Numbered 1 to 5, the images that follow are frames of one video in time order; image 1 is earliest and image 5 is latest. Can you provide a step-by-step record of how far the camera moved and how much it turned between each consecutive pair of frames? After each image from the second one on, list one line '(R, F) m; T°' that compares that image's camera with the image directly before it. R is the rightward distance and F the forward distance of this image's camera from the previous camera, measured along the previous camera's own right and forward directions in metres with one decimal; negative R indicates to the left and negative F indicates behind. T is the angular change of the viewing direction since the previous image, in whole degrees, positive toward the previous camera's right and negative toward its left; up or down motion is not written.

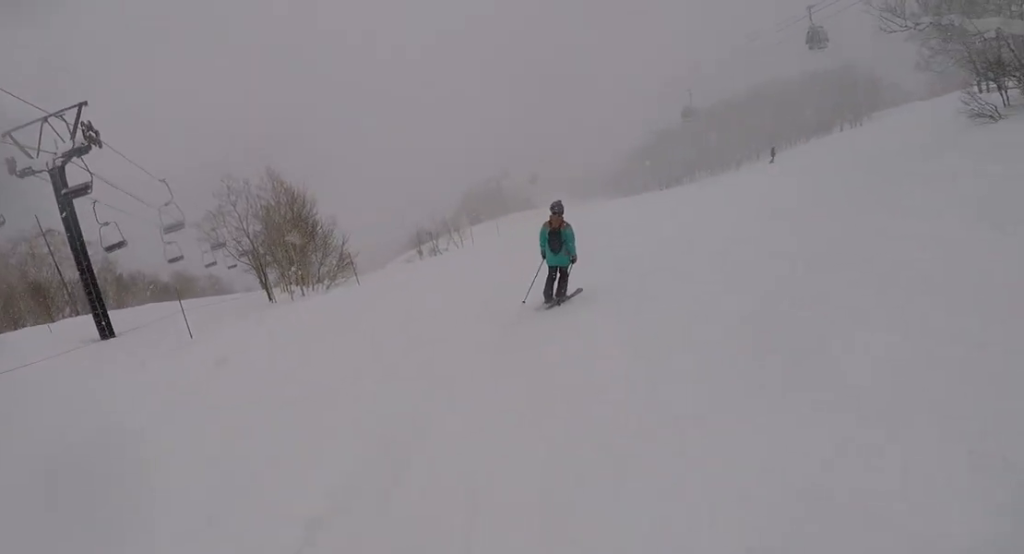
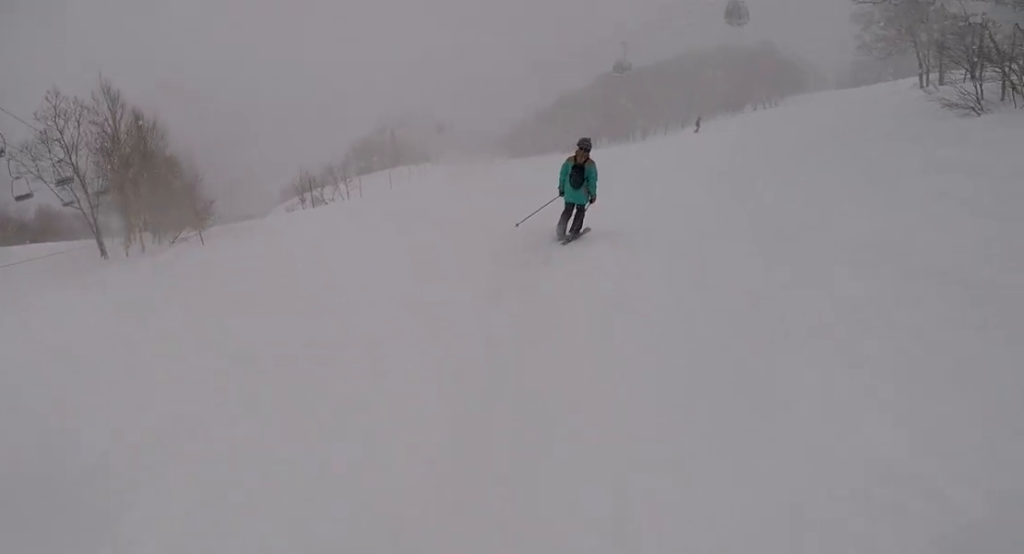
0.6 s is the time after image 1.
(+1.3, +5.3) m; +14°
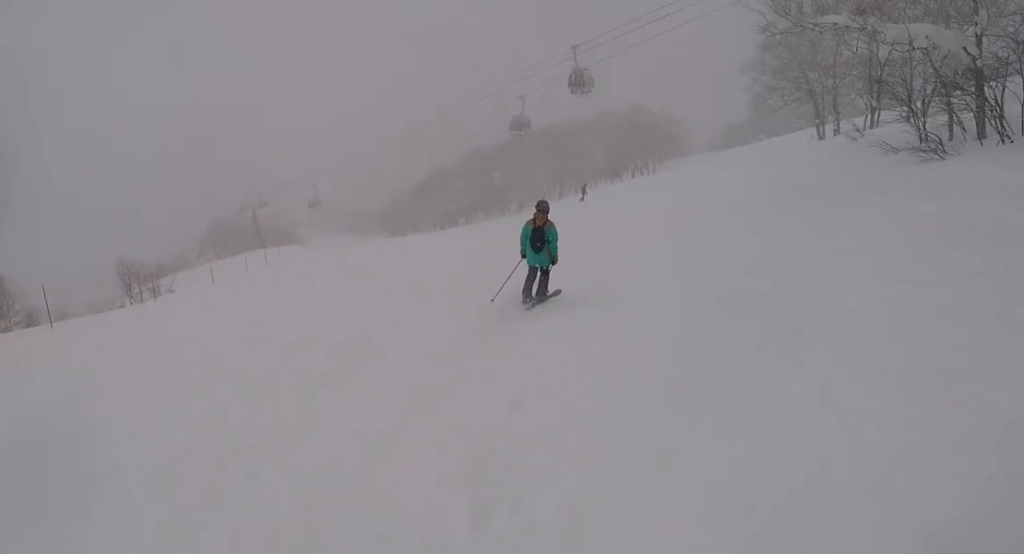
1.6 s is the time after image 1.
(+1.6, +8.6) m; +11°
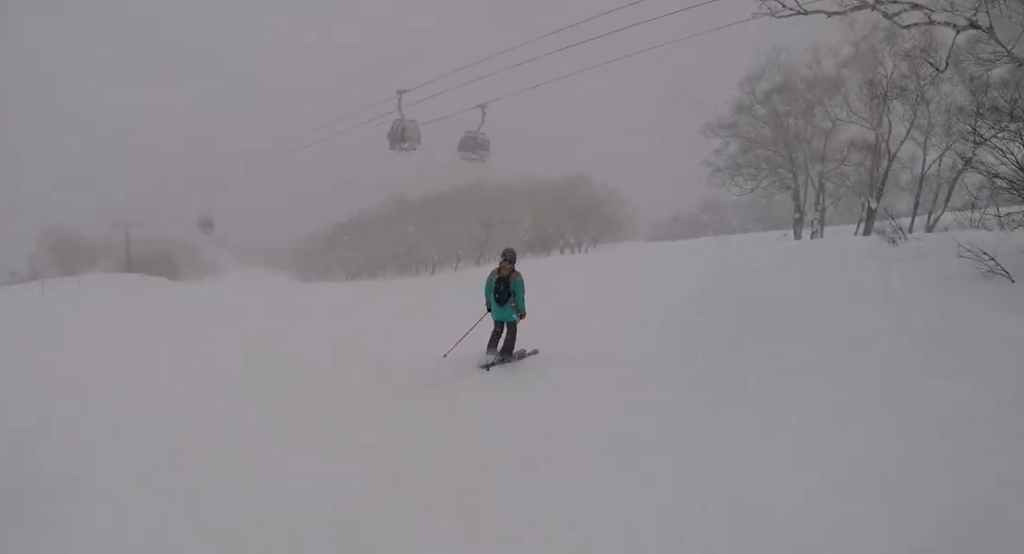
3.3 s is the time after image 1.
(0.0, +14.9) m; +1°
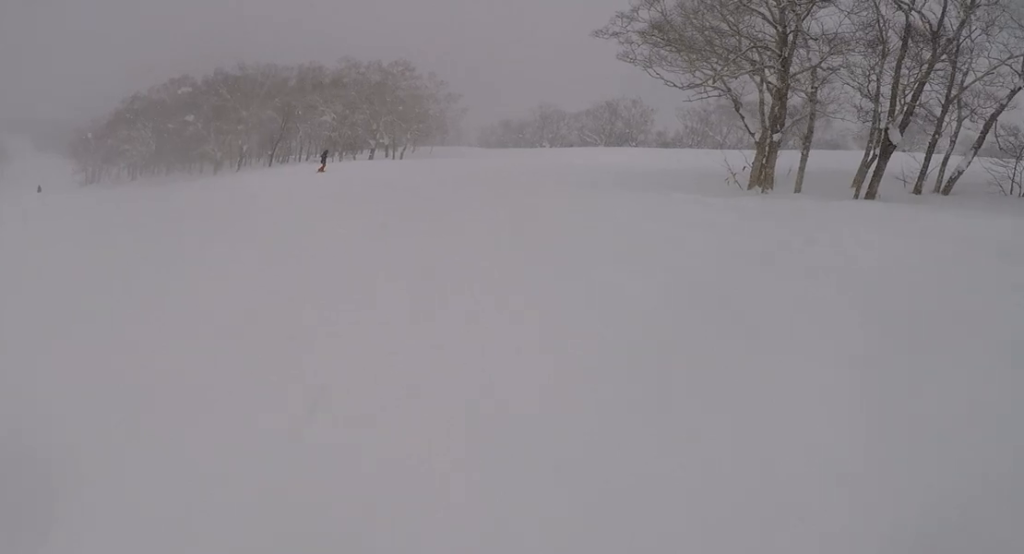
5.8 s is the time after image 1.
(+0.7, +18.7) m; -18°
